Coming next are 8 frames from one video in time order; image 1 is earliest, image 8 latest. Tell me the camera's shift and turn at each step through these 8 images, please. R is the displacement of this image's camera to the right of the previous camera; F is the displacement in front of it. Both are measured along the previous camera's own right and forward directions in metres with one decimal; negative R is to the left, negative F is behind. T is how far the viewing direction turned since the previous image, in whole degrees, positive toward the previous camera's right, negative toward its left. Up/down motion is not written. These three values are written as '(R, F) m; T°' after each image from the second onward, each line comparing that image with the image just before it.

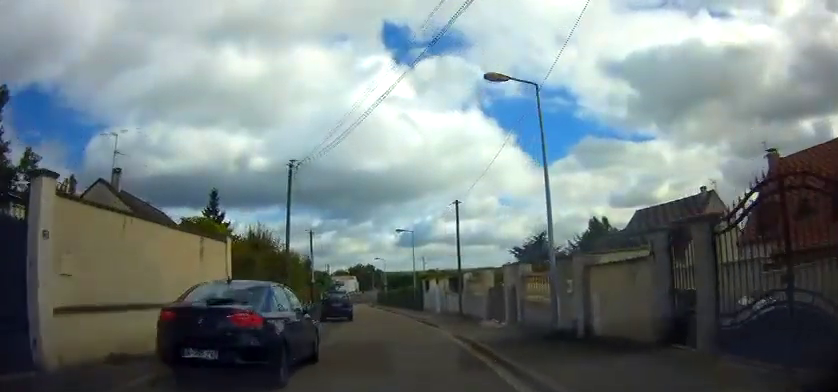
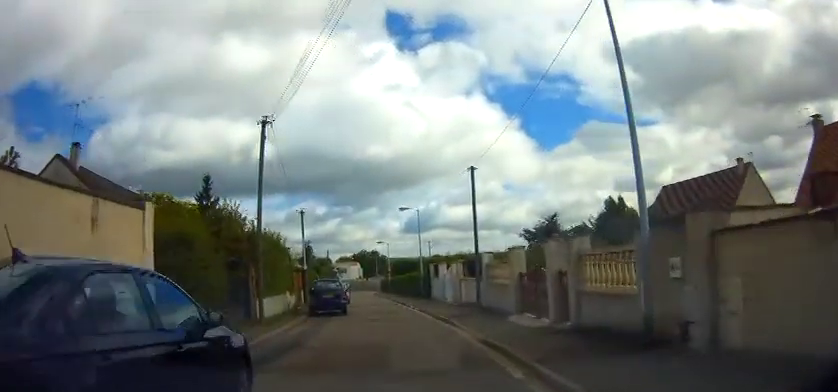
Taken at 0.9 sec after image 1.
(+0.1, +4.7) m; 0°
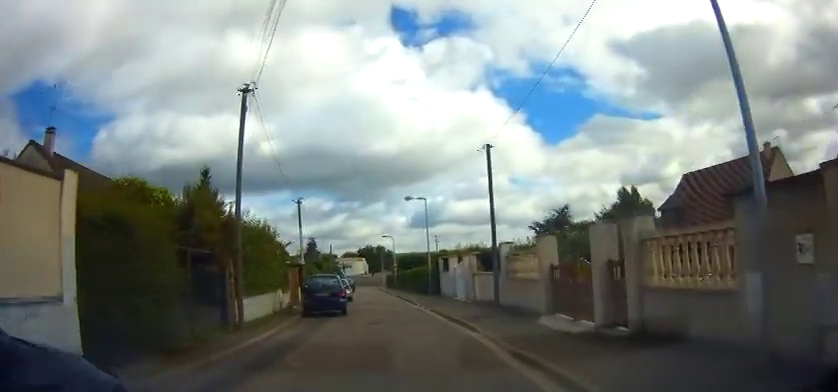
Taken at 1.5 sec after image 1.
(0.0, +2.6) m; -1°
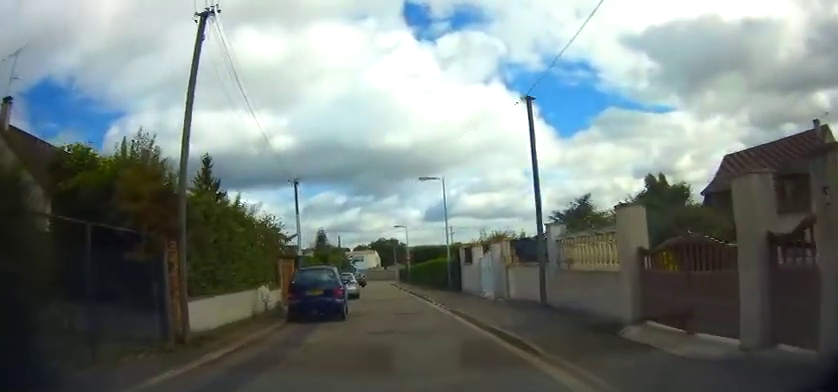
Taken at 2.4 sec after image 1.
(-0.1, +4.1) m; -2°
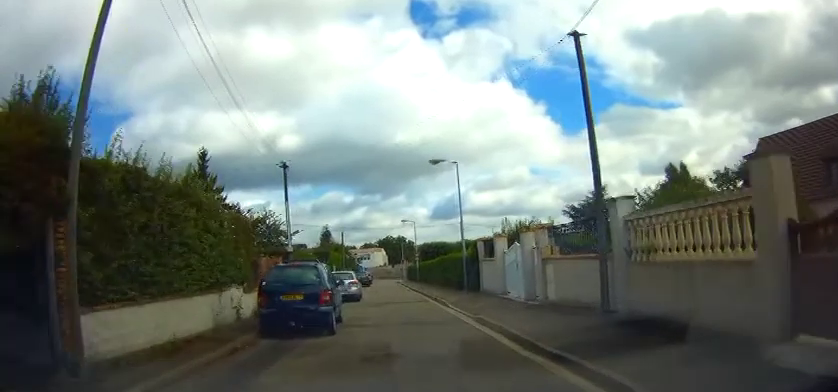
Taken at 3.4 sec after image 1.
(0.0, +3.5) m; -1°
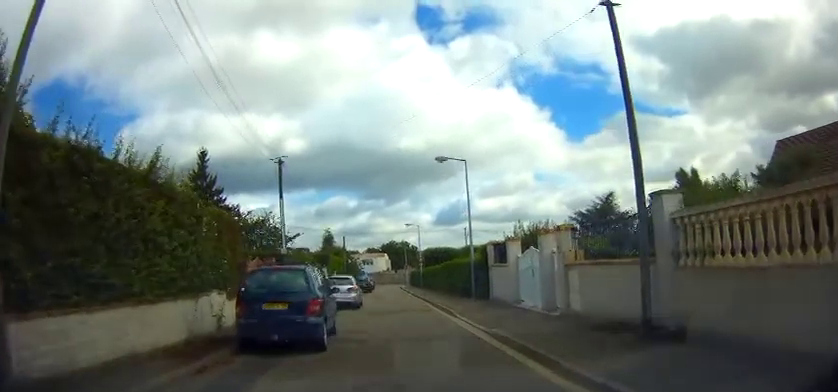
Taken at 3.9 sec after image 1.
(0.0, +1.7) m; 0°
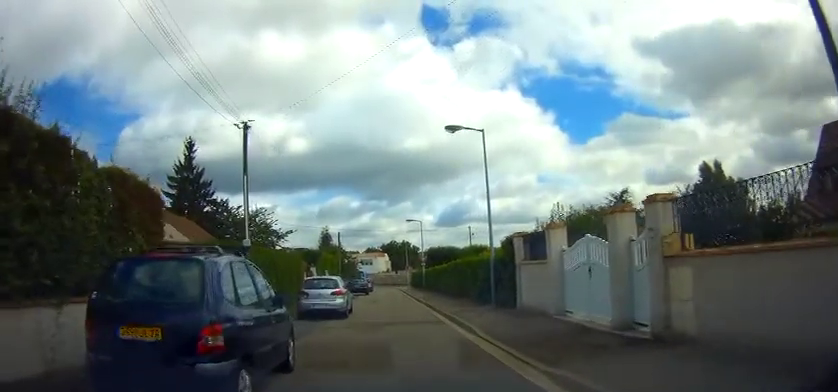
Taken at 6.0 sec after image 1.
(0.0, +4.8) m; 0°
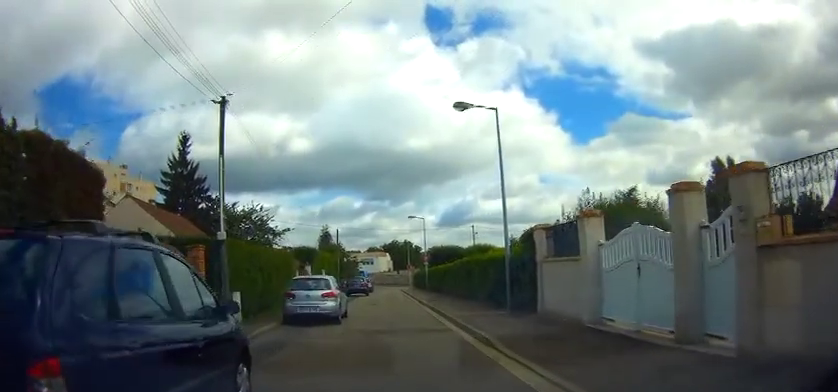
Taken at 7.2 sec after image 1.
(0.0, +1.5) m; 0°
